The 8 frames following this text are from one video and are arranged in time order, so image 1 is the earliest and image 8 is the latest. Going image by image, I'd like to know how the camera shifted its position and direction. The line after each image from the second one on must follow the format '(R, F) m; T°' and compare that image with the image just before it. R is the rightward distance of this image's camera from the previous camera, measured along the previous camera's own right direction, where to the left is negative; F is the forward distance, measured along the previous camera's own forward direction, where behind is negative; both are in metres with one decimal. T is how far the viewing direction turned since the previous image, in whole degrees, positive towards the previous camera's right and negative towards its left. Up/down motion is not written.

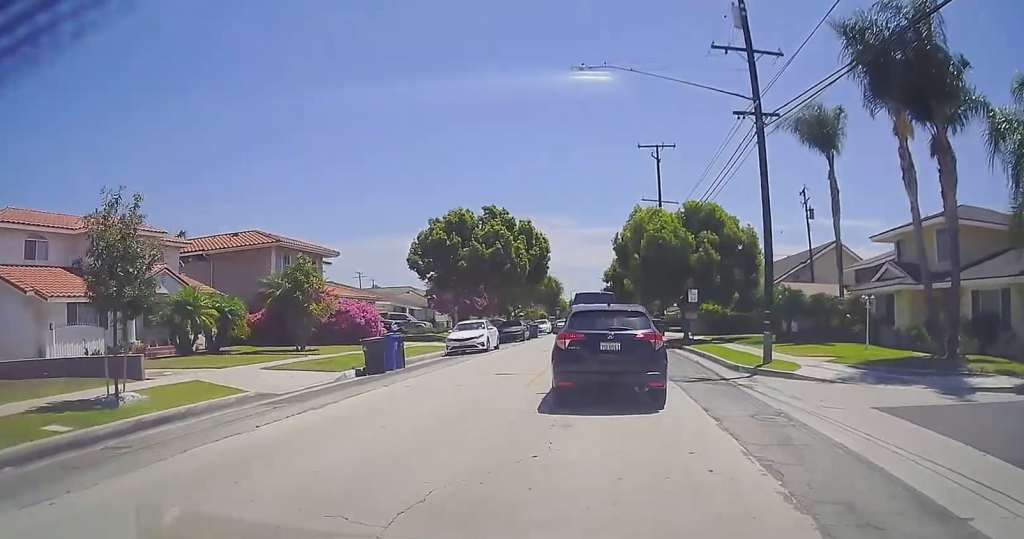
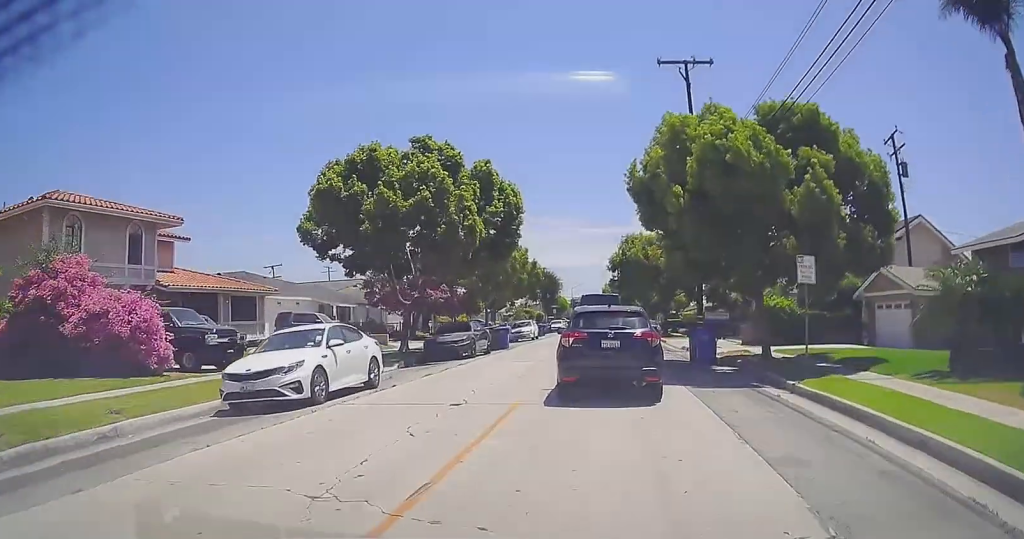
(-0.4, +18.3) m; -3°
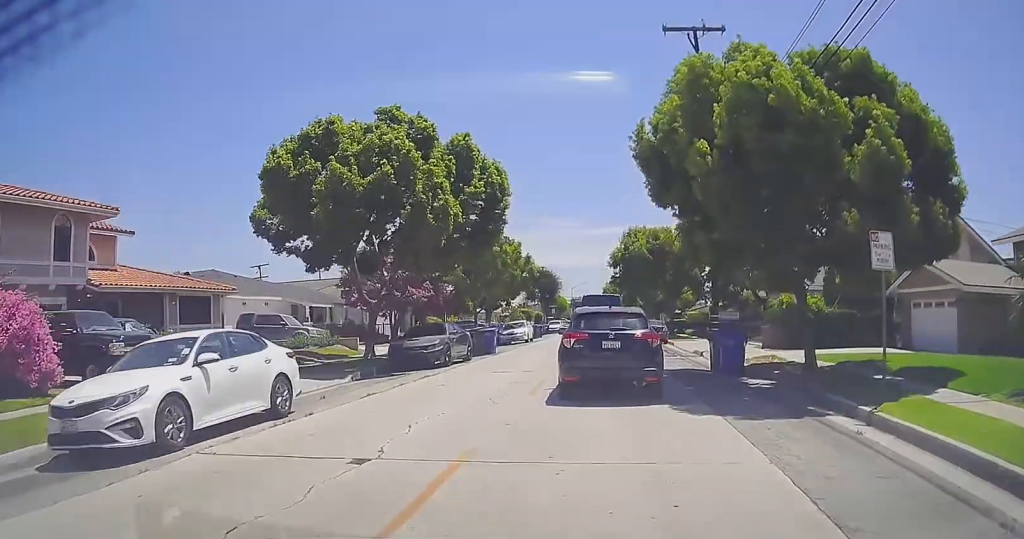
(+0.1, +4.3) m; 0°
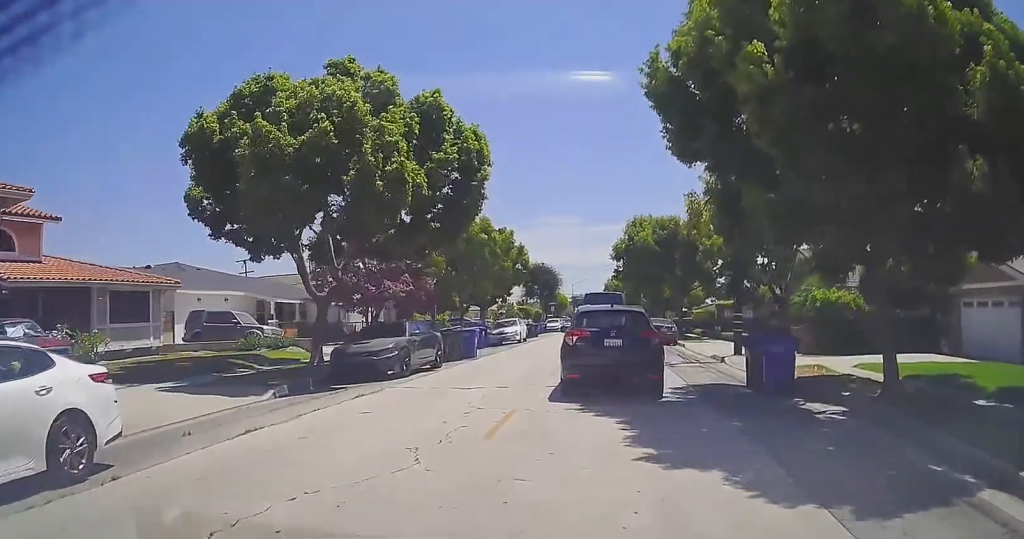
(0.0, +4.8) m; 0°
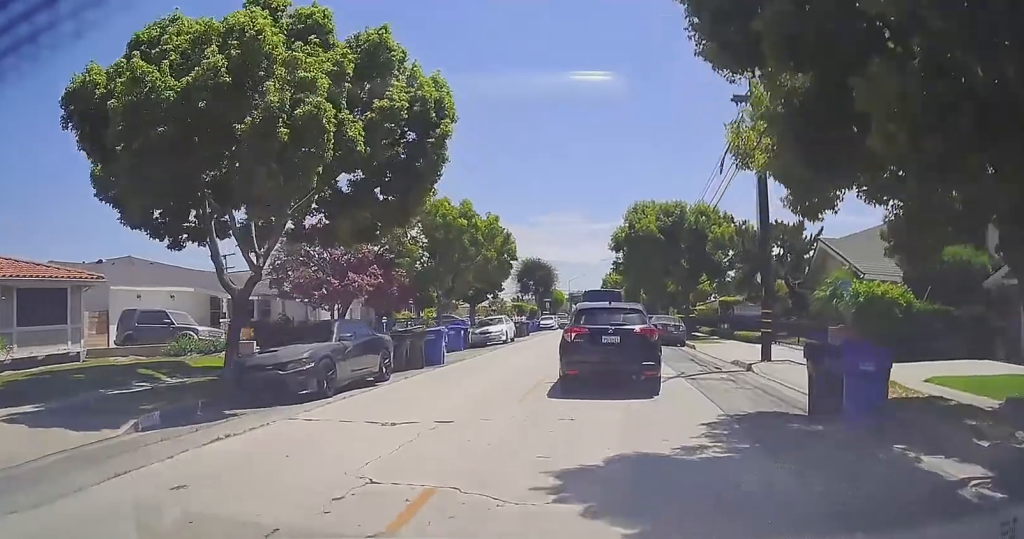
(-0.1, +4.5) m; 0°
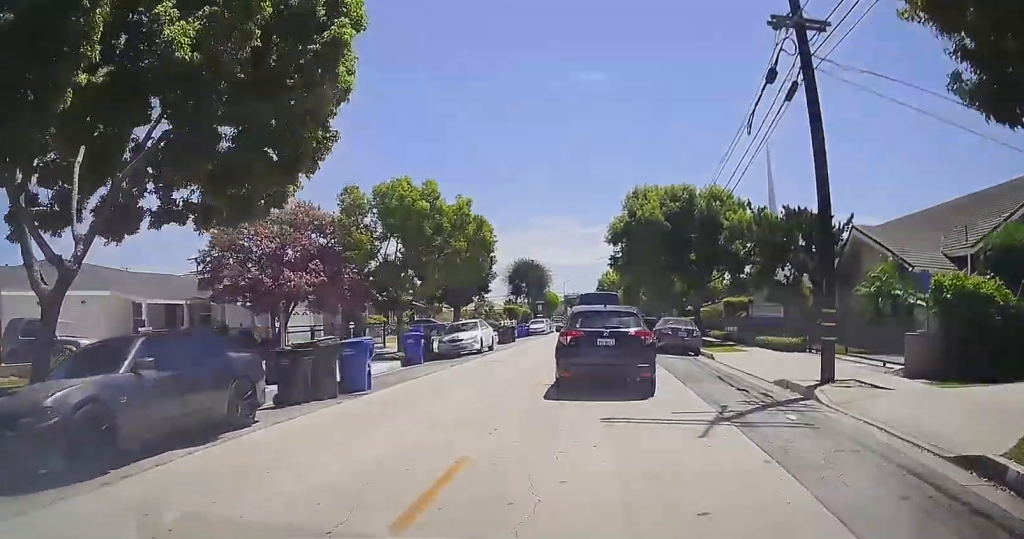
(+0.1, +6.0) m; +1°
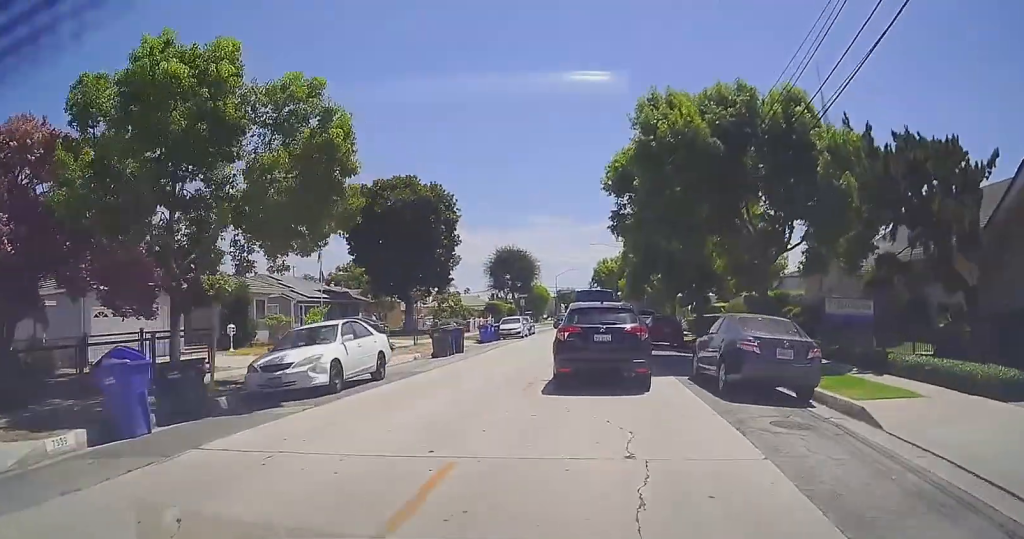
(+0.2, +14.6) m; 0°
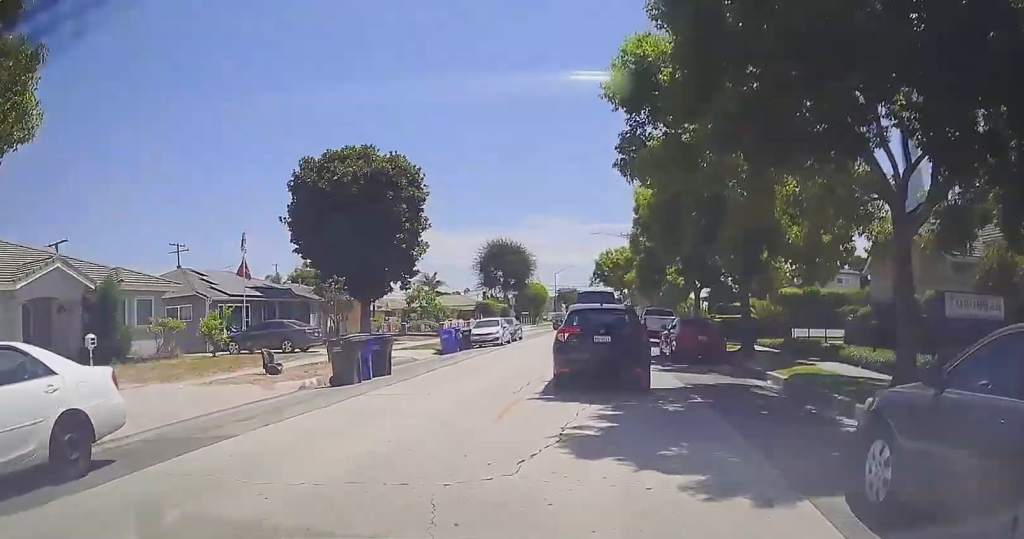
(0.0, +9.4) m; 0°
